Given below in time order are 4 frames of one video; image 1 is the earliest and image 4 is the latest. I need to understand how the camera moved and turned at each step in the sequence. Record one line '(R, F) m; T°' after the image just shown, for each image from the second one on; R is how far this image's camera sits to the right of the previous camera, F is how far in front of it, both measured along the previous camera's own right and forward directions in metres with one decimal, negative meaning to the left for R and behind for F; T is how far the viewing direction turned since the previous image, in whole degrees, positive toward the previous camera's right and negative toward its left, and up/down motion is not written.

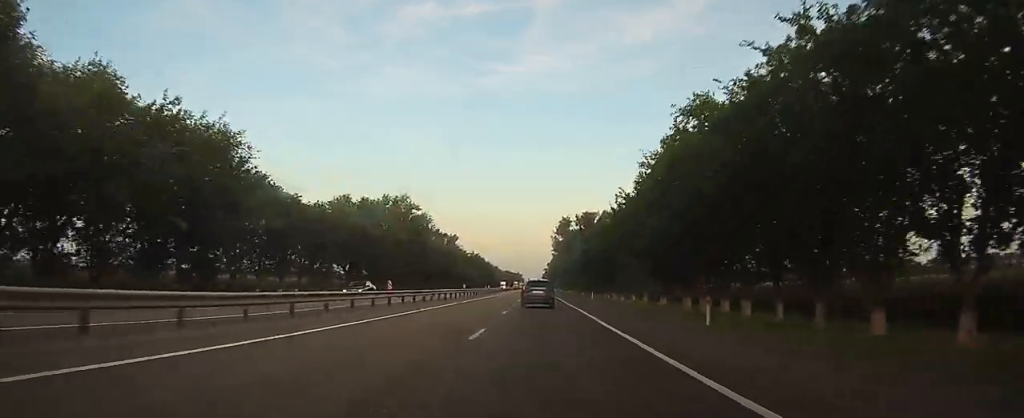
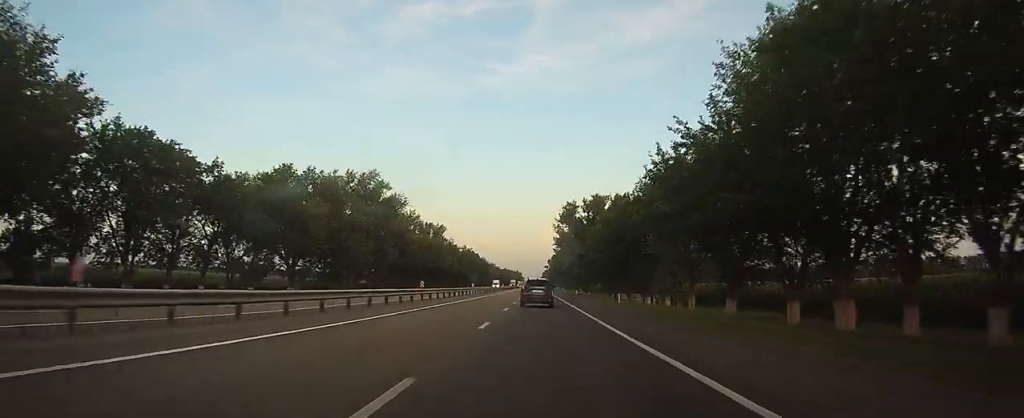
(0.0, +21.4) m; 0°
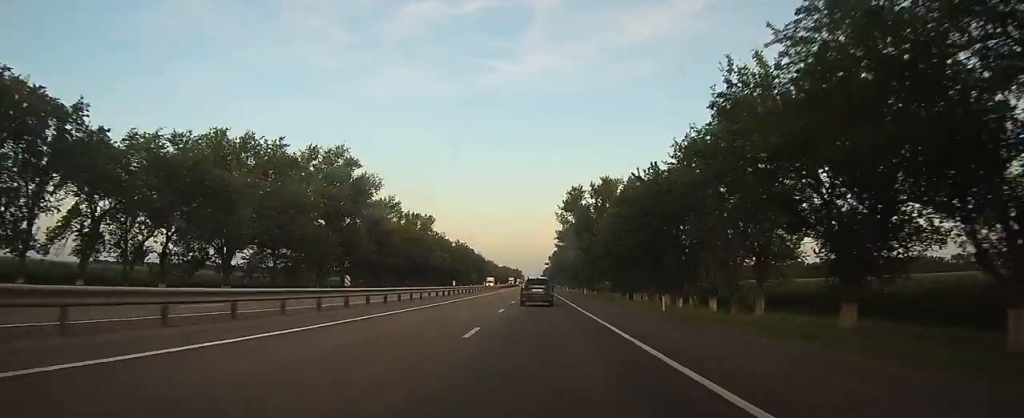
(0.0, +15.1) m; 0°
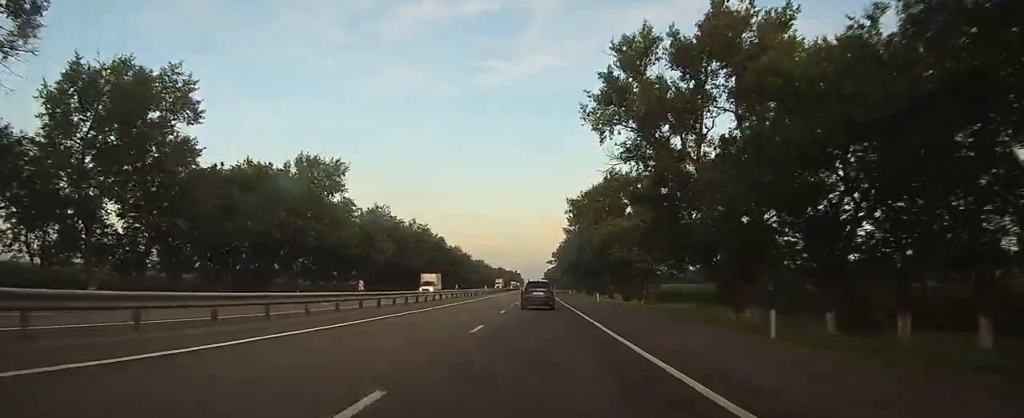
(0.0, +56.9) m; 0°
